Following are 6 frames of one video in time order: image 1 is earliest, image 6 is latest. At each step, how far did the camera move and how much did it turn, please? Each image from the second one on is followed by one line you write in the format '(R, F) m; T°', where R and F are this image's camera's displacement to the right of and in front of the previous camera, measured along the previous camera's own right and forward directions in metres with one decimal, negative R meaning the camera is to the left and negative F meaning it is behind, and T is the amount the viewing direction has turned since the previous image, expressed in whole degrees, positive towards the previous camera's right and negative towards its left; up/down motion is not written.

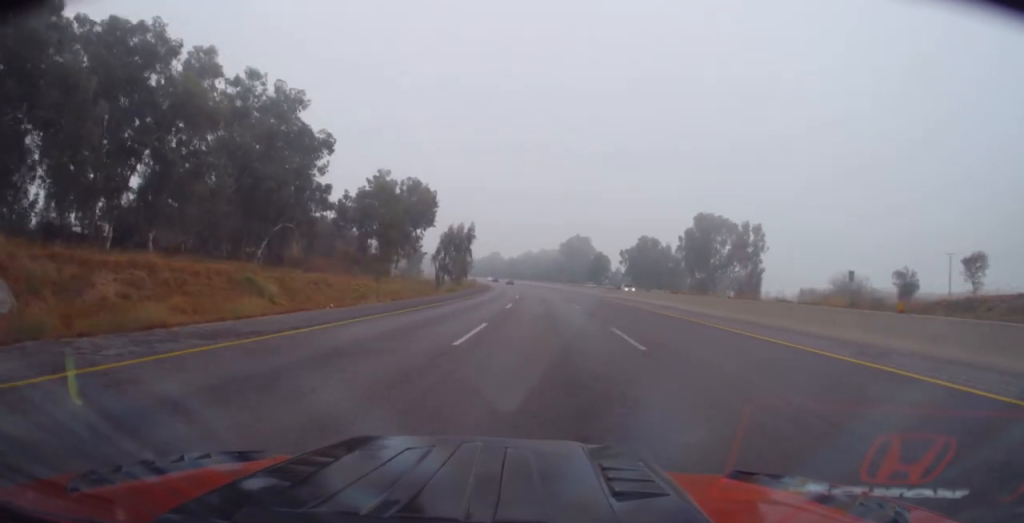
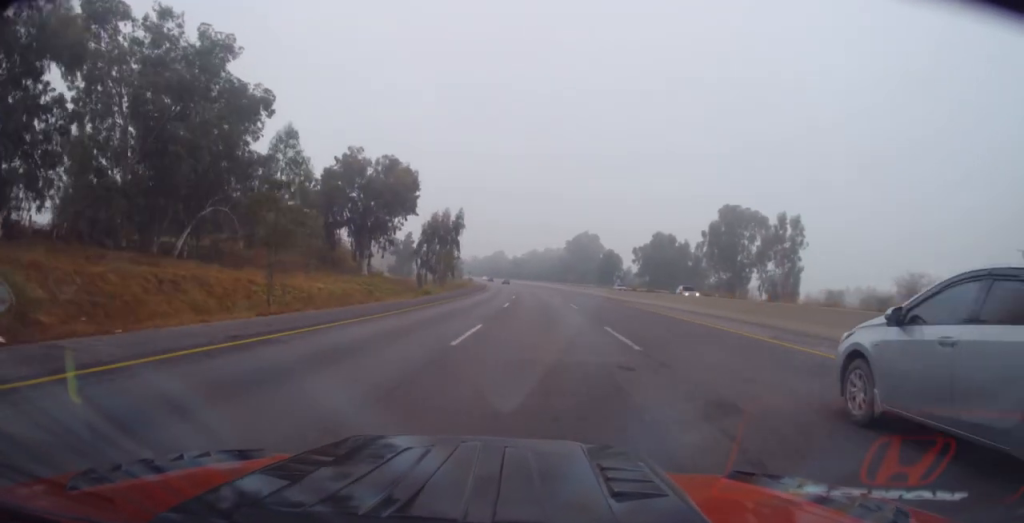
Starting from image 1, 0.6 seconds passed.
(-0.2, +17.8) m; -1°
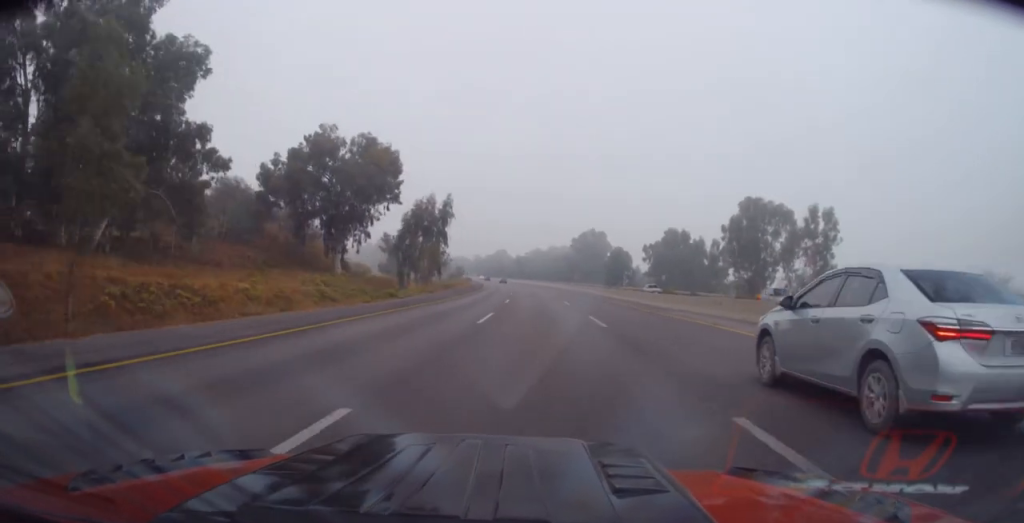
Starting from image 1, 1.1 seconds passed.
(0.0, +12.2) m; 0°
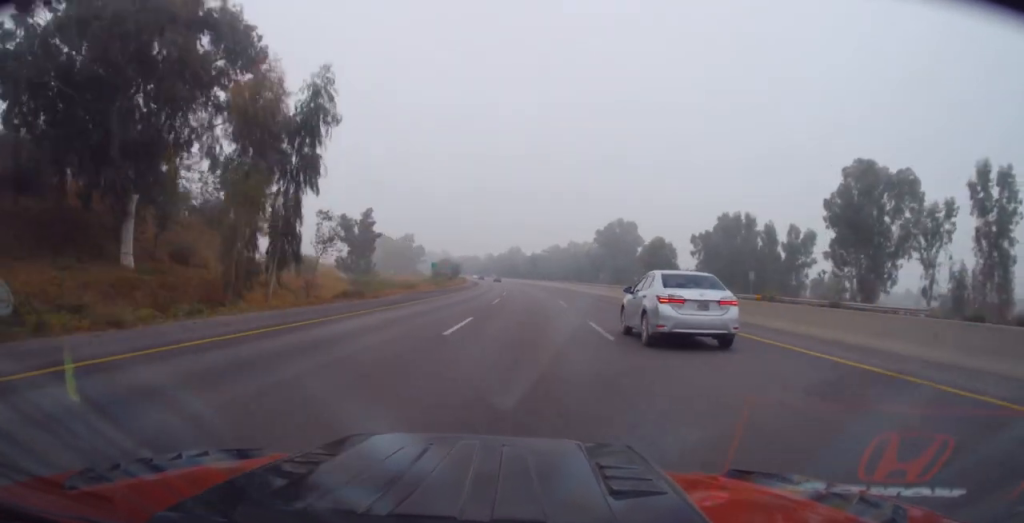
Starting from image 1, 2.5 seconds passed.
(-0.4, +39.9) m; -1°
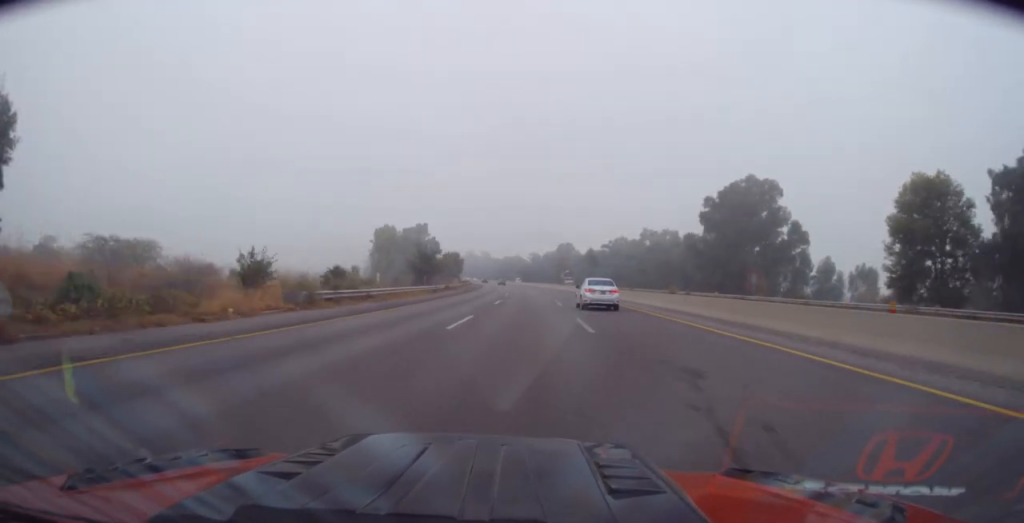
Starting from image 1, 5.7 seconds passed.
(-3.6, +86.2) m; -5°
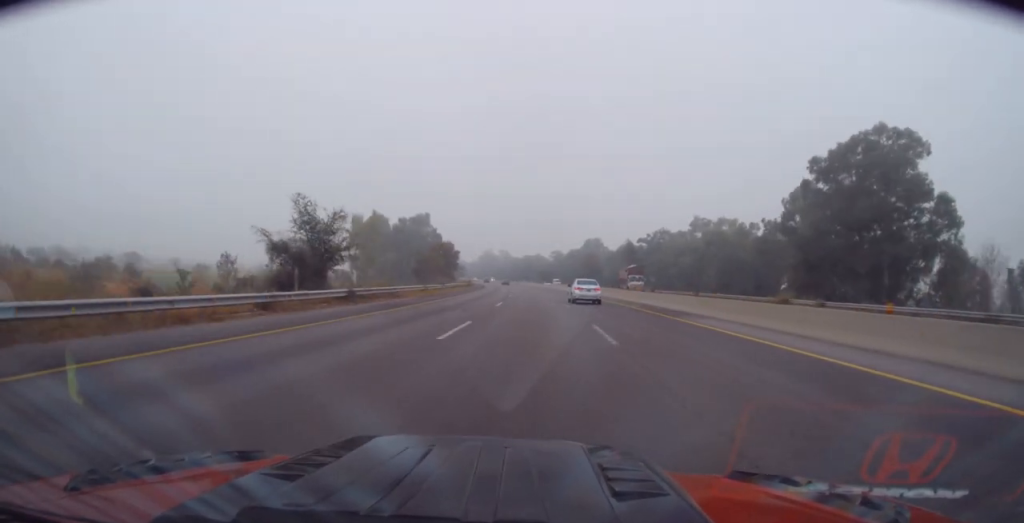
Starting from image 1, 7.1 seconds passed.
(-0.9, +38.5) m; -2°
